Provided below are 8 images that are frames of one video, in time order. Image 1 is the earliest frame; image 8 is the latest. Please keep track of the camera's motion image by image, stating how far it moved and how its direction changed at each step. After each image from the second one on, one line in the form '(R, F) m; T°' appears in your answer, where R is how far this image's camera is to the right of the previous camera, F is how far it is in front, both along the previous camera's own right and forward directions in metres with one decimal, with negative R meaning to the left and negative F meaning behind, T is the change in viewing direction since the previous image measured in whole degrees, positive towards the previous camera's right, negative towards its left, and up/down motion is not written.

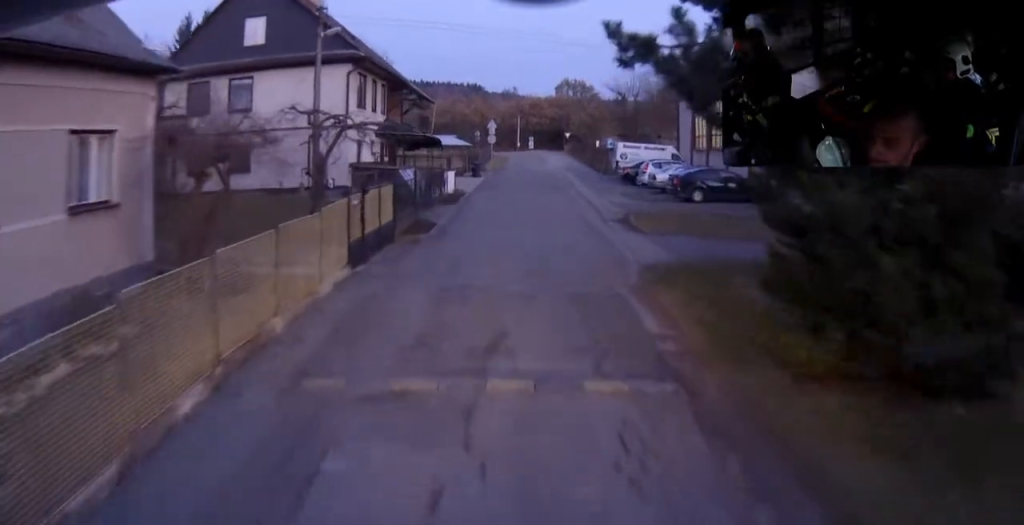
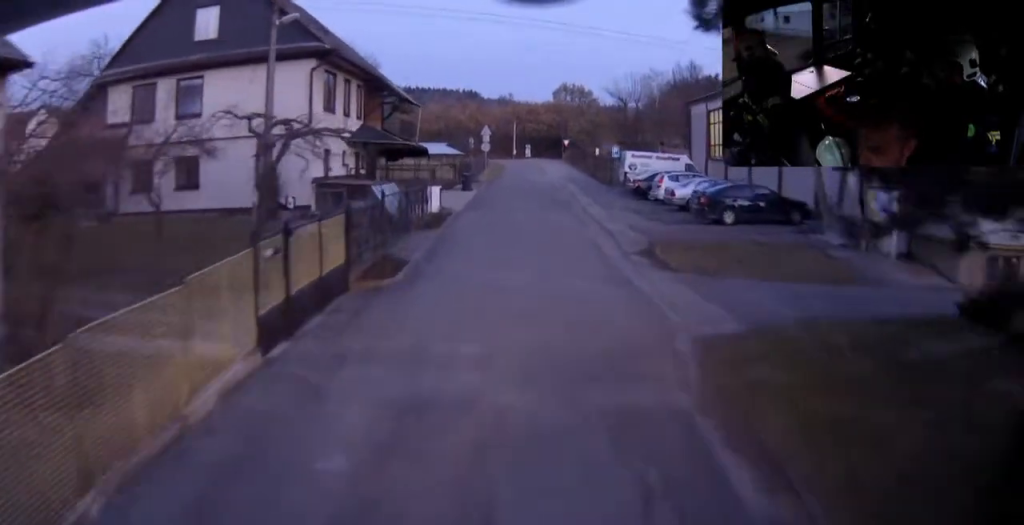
(-0.2, +5.5) m; -1°
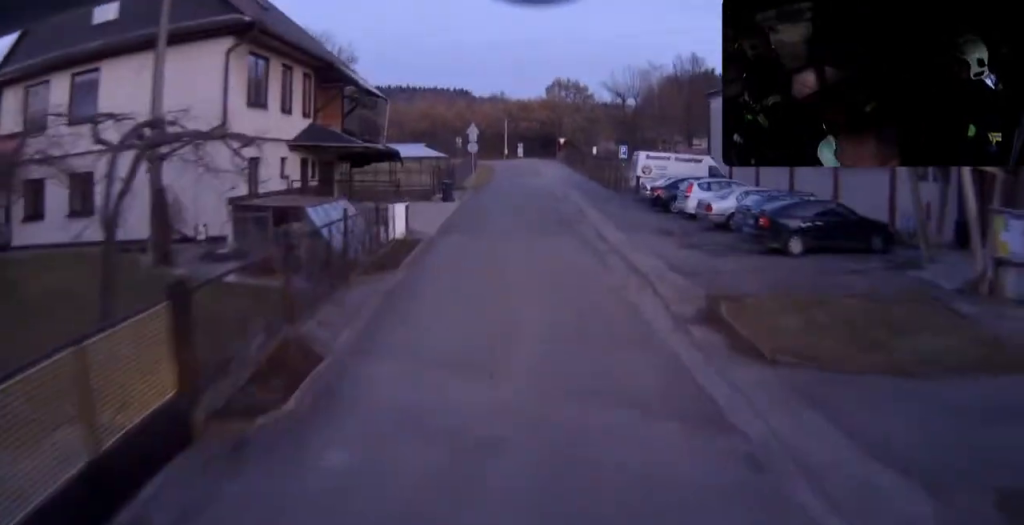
(+0.2, +7.5) m; -4°
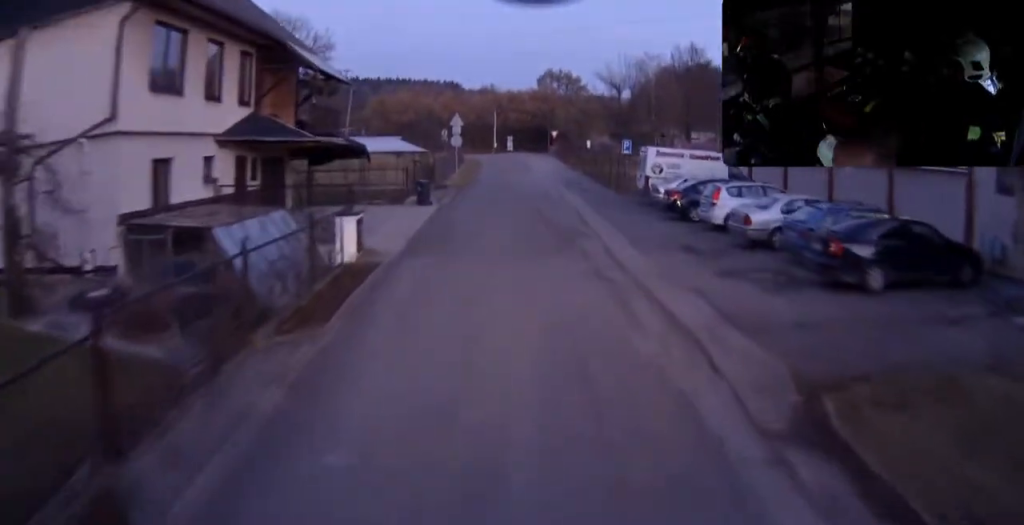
(-0.5, +5.2) m; -9°
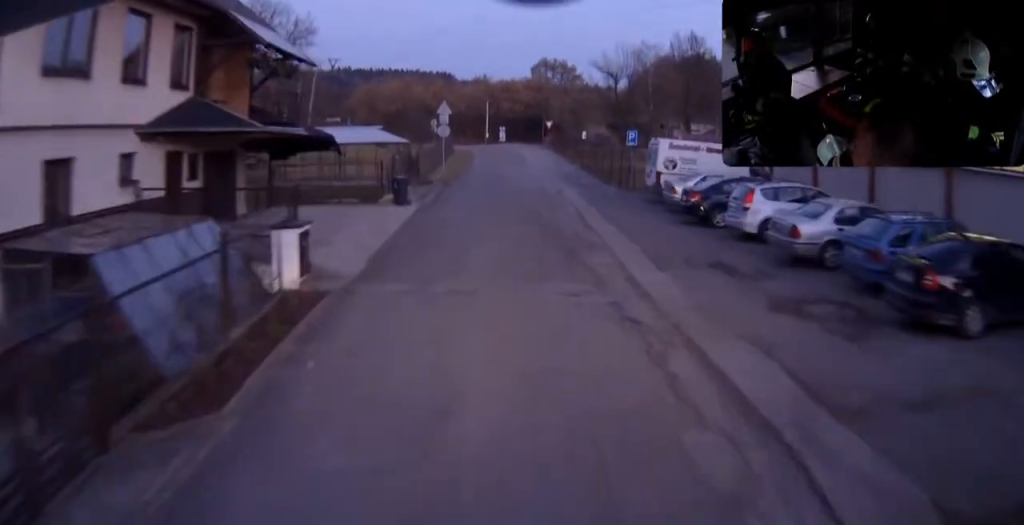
(-0.1, +3.8) m; -2°
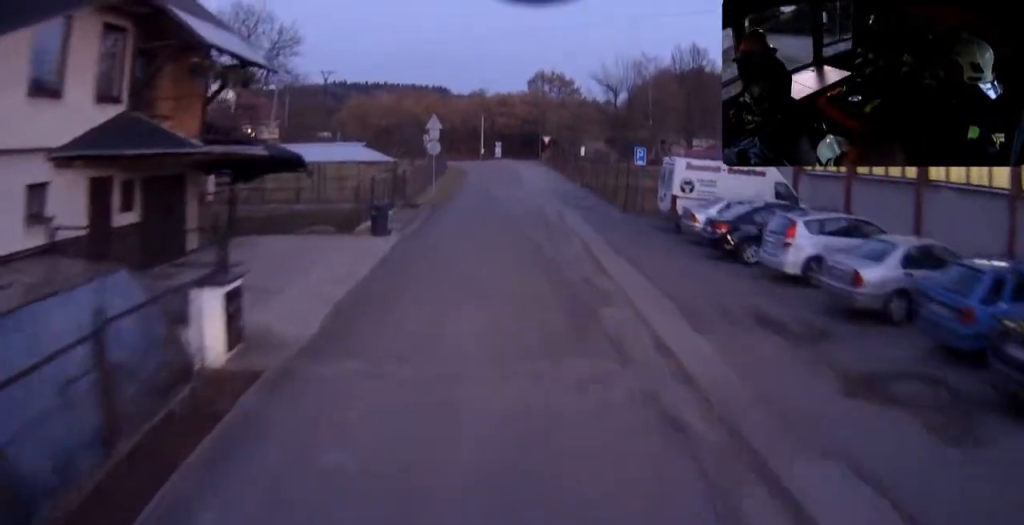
(-0.4, +3.1) m; +3°
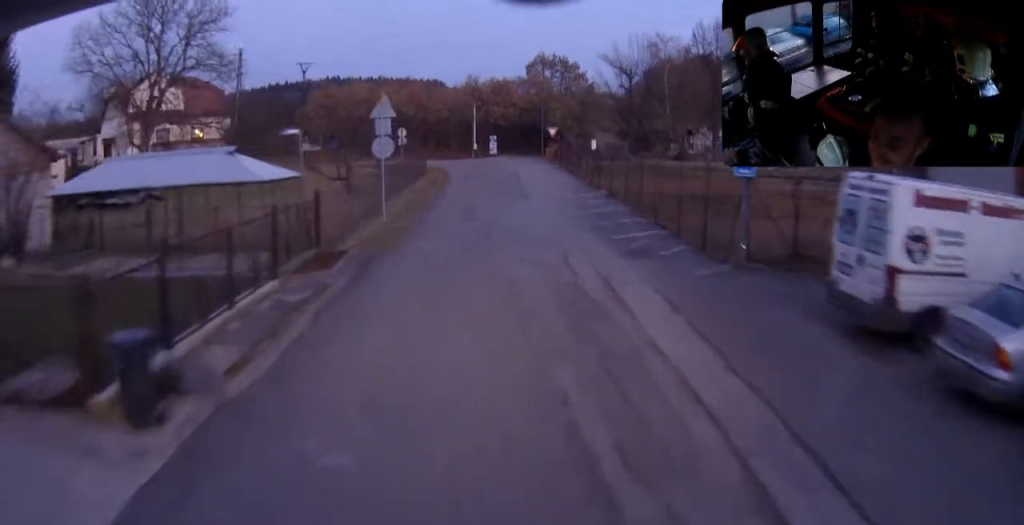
(+2.4, +12.8) m; +16°
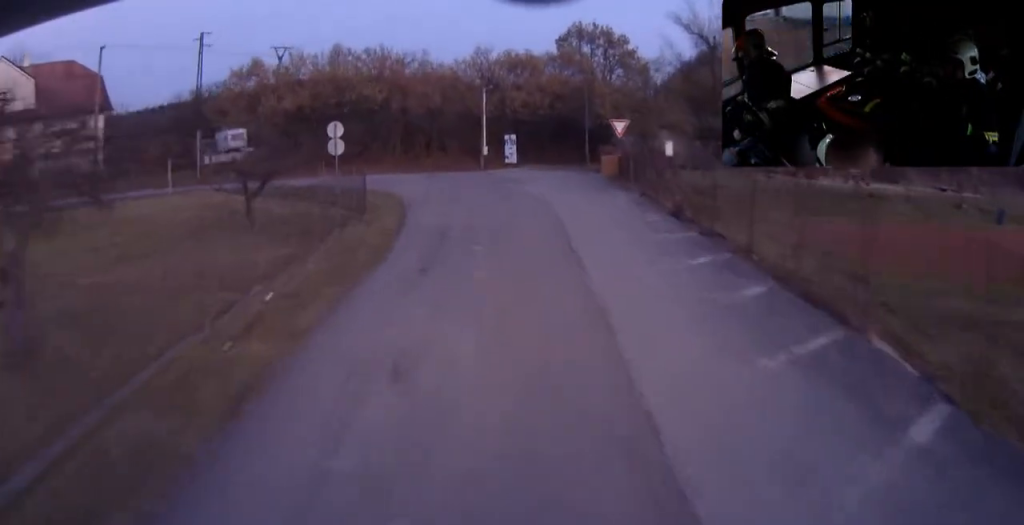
(-1.1, +25.7) m; -1°
